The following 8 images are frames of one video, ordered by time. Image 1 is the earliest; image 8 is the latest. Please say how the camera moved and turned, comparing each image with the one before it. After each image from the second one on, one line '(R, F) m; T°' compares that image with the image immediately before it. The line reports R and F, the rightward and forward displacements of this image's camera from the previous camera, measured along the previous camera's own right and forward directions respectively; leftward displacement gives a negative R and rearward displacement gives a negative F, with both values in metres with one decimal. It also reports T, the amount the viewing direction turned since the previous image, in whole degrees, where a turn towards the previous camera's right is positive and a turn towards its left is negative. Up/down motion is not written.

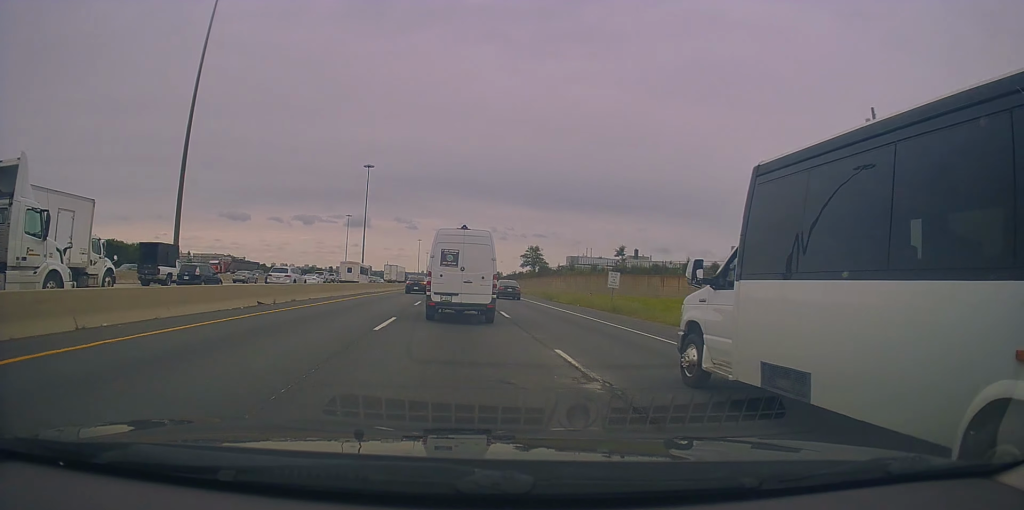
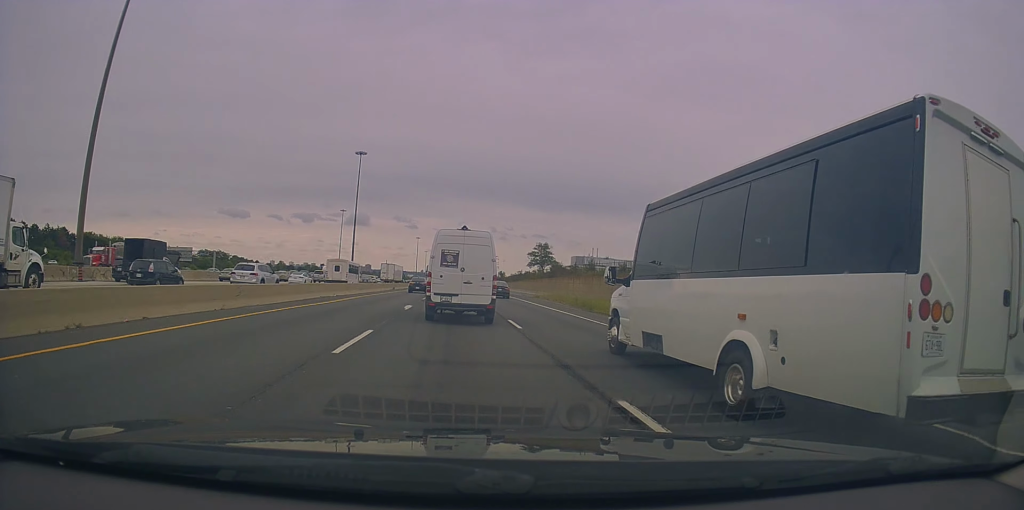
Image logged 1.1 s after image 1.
(-0.1, +16.8) m; 0°
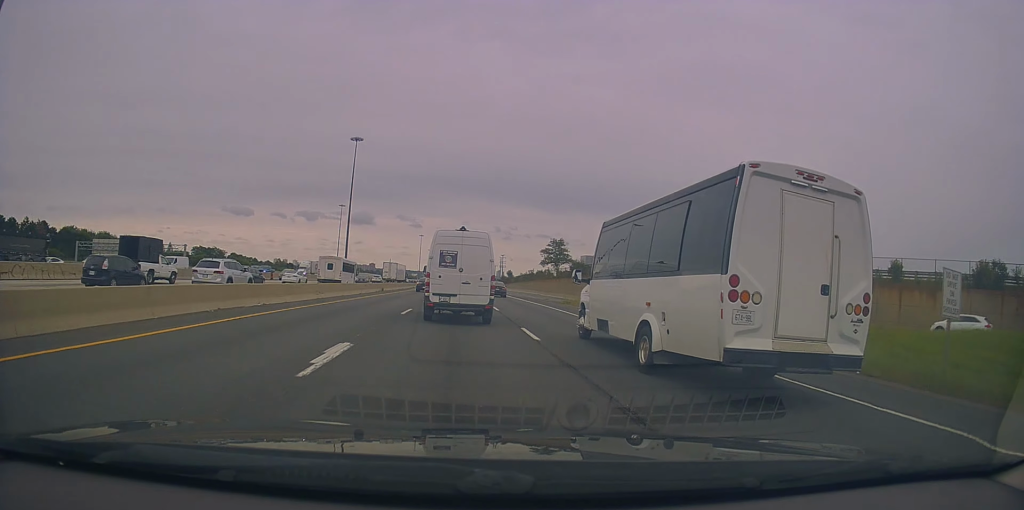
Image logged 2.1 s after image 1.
(+0.1, +15.3) m; 0°
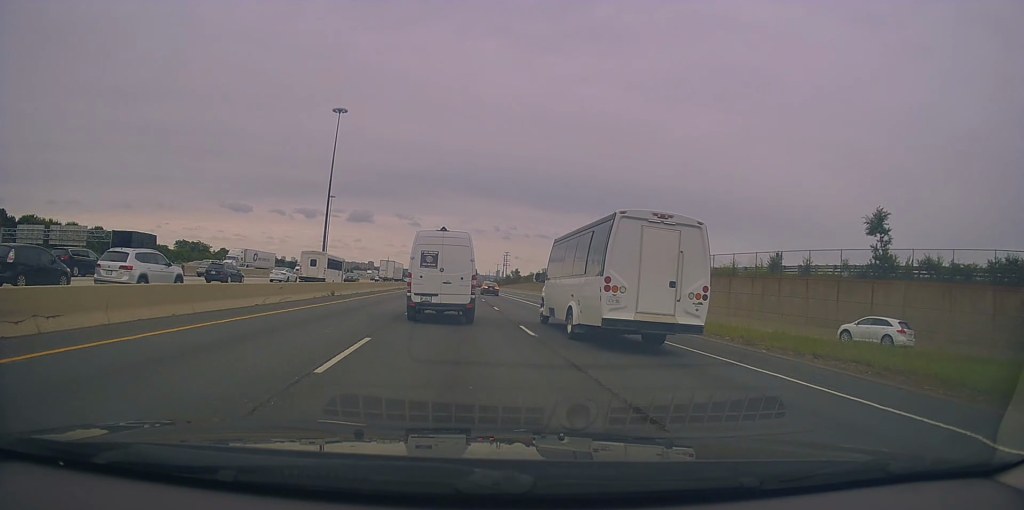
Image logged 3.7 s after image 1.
(-1.0, +24.1) m; -4°
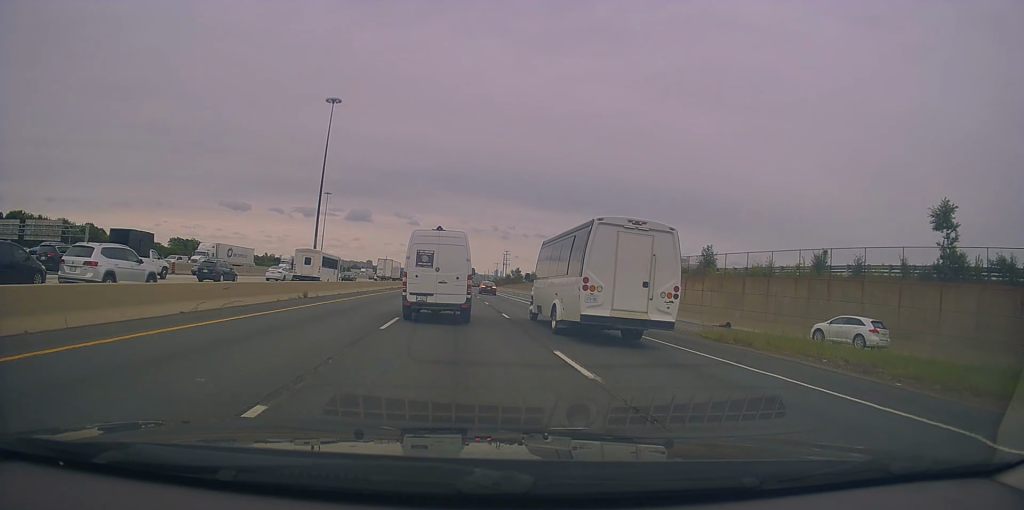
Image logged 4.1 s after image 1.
(+0.1, +6.3) m; +1°
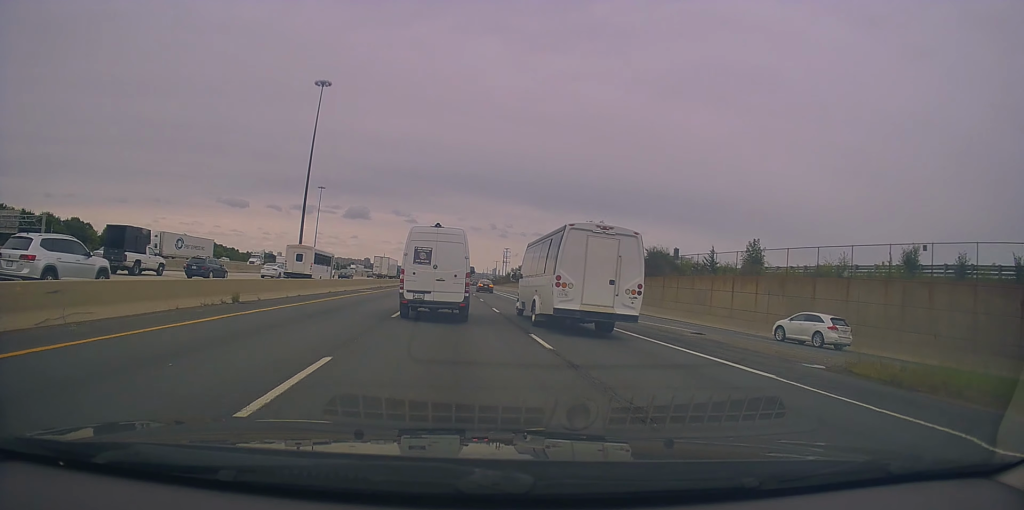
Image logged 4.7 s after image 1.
(-0.1, +9.5) m; +3°
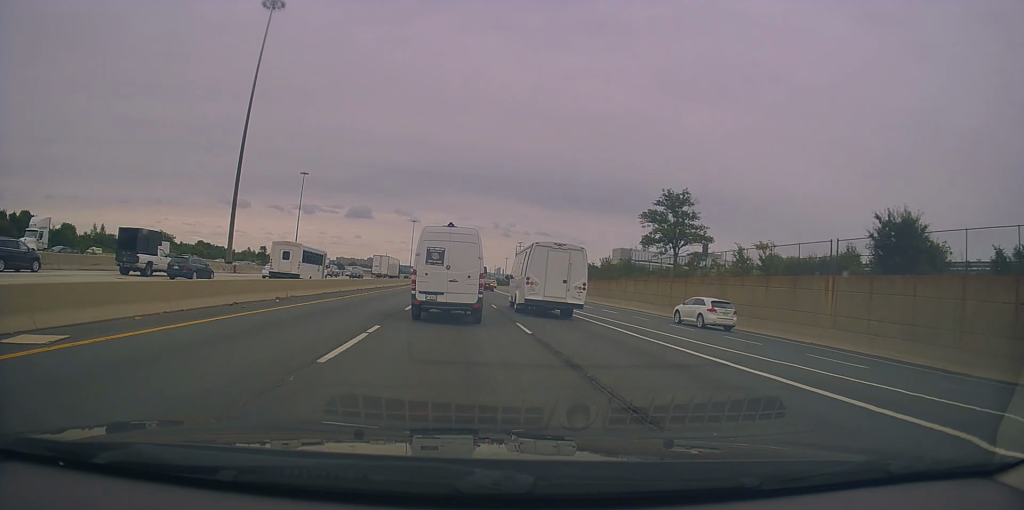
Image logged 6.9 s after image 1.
(-0.3, +34.8) m; -4°
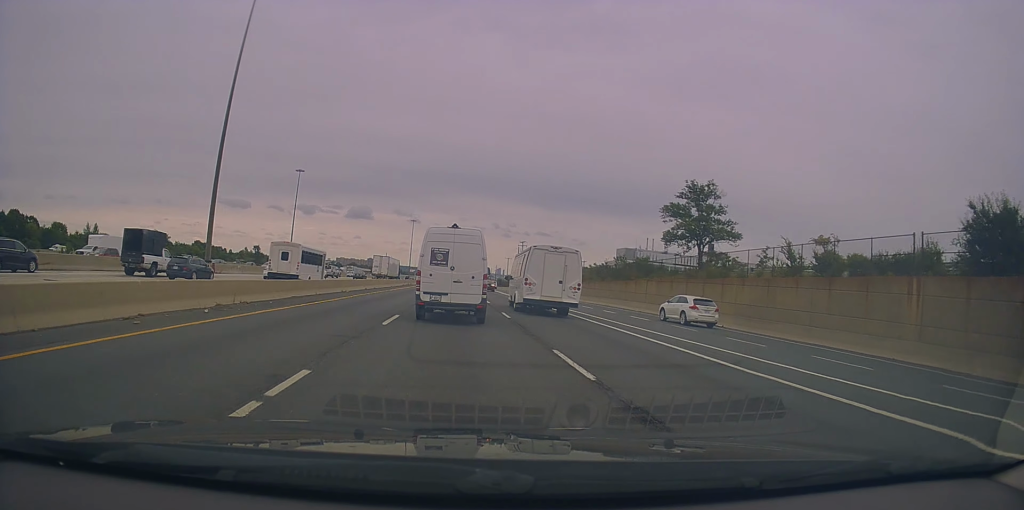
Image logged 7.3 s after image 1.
(-0.1, +6.6) m; +2°
